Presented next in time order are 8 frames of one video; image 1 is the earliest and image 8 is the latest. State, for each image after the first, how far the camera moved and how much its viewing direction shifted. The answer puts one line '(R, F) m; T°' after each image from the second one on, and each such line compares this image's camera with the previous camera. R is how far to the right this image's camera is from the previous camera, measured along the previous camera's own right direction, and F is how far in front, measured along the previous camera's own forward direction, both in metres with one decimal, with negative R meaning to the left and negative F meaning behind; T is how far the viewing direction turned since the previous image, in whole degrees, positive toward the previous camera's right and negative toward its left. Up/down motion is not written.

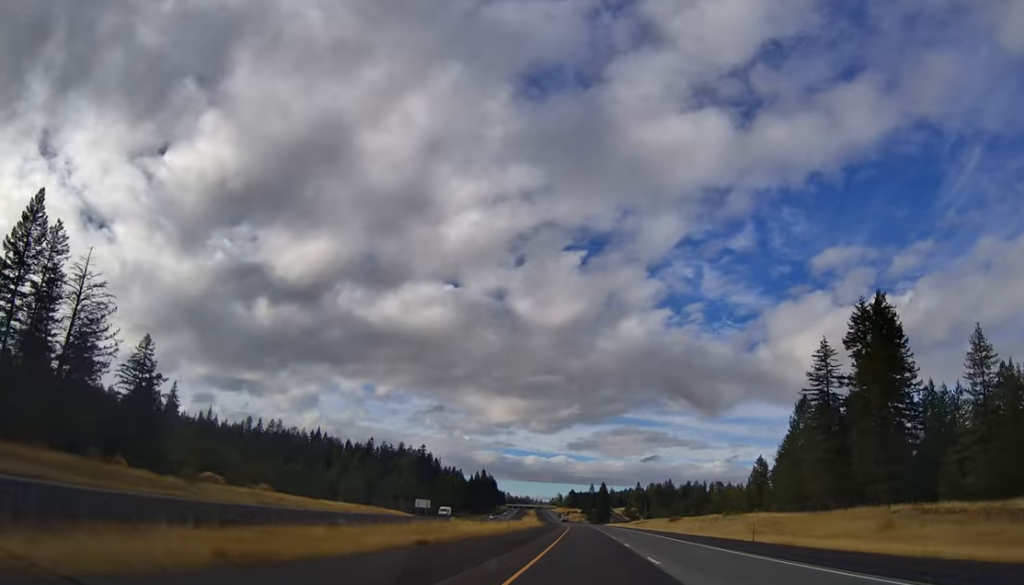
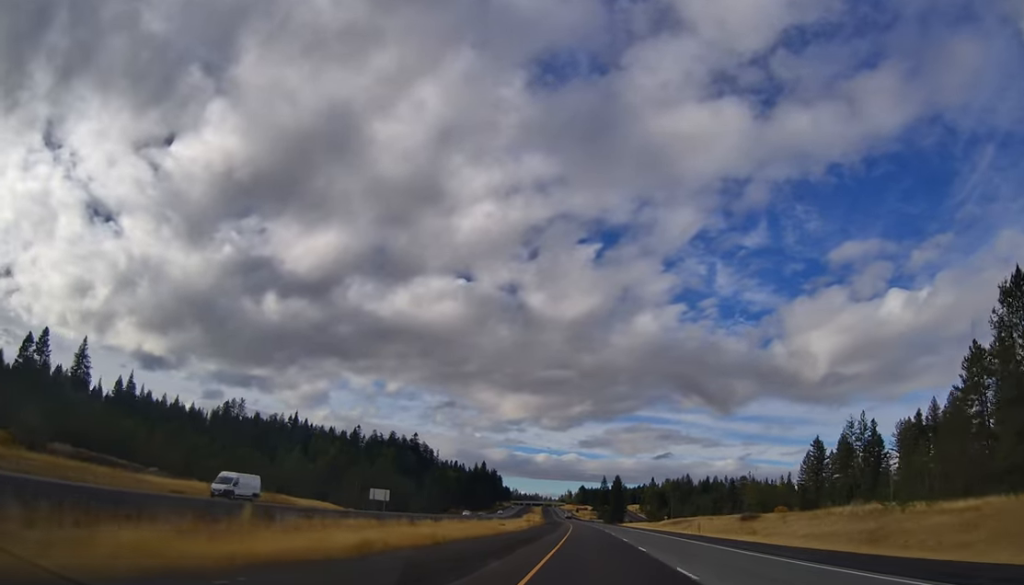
(-0.2, +54.4) m; 0°
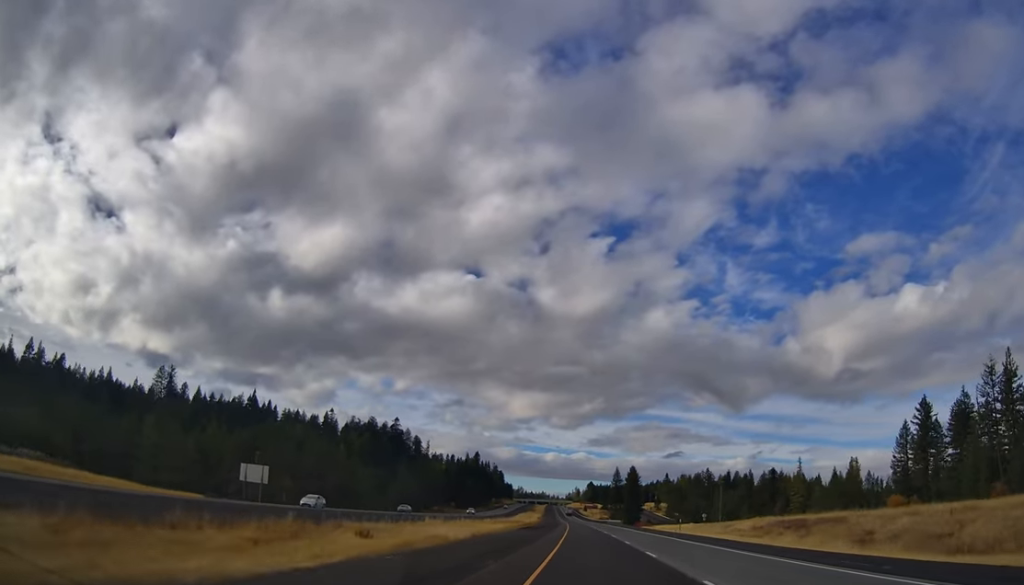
(-0.8, +65.1) m; -2°
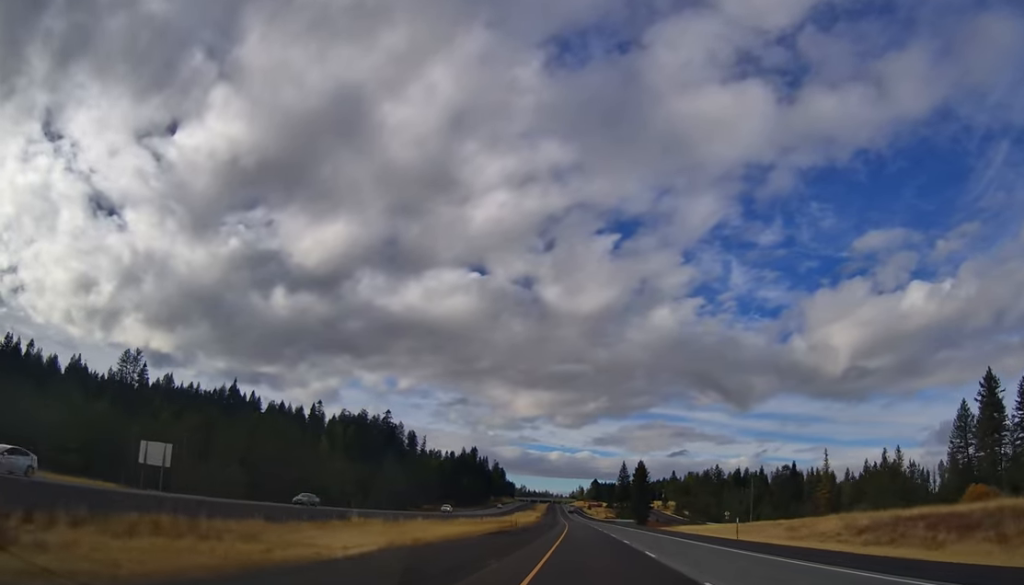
(-0.4, +24.9) m; 0°
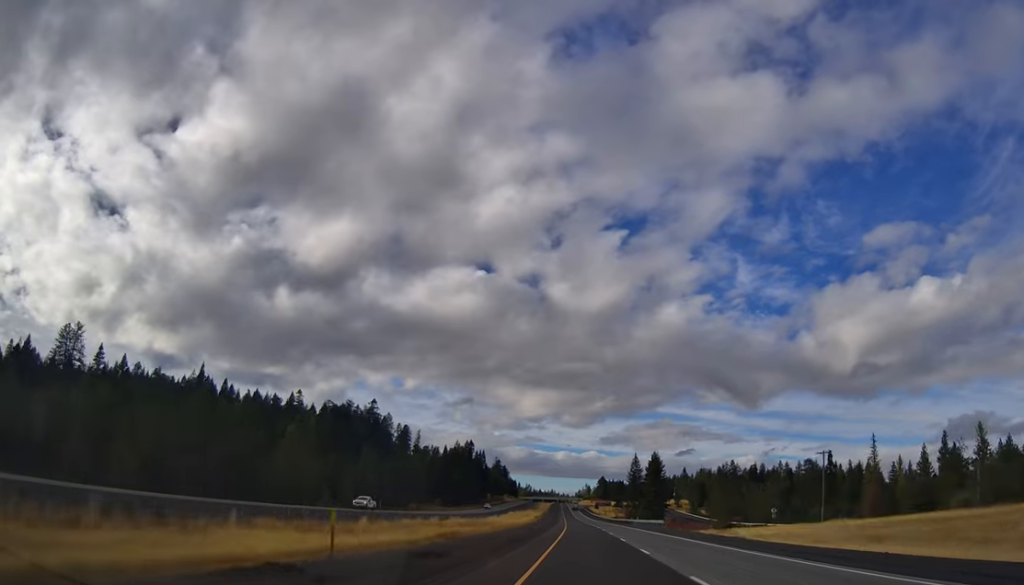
(+0.3, +35.8) m; +1°
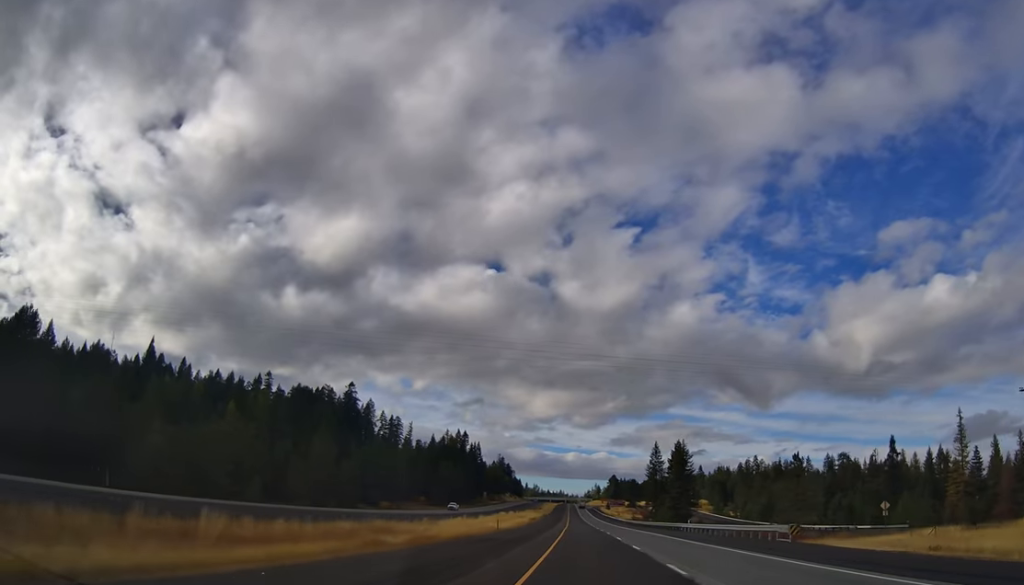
(+0.2, +45.3) m; -1°
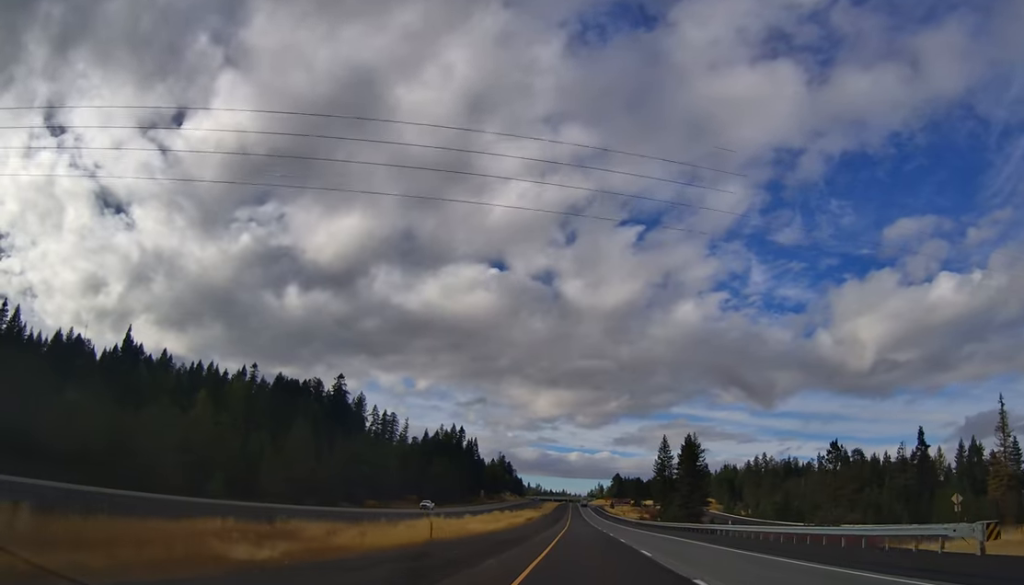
(-0.2, +16.7) m; -1°
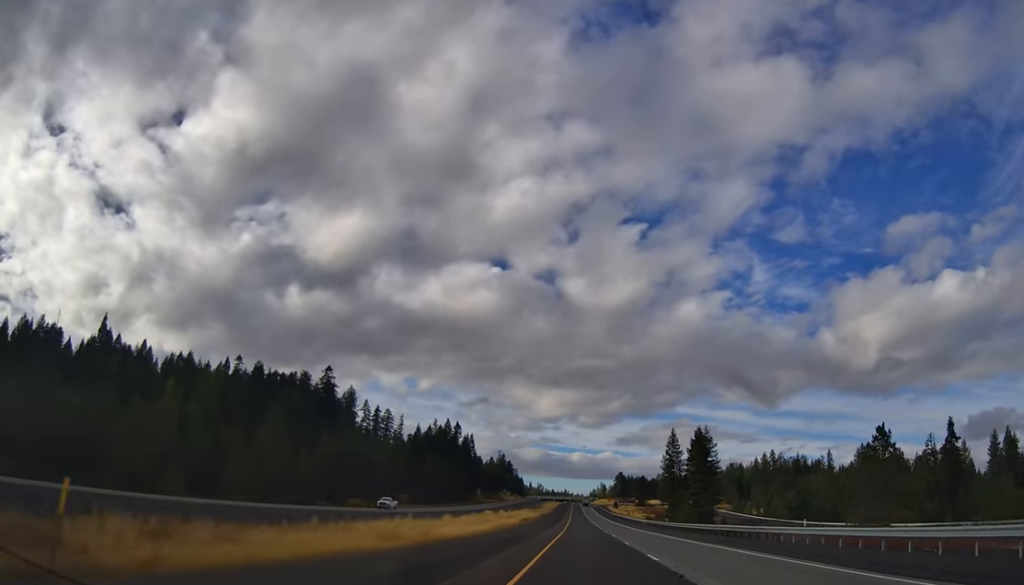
(0.0, +15.5) m; -1°
